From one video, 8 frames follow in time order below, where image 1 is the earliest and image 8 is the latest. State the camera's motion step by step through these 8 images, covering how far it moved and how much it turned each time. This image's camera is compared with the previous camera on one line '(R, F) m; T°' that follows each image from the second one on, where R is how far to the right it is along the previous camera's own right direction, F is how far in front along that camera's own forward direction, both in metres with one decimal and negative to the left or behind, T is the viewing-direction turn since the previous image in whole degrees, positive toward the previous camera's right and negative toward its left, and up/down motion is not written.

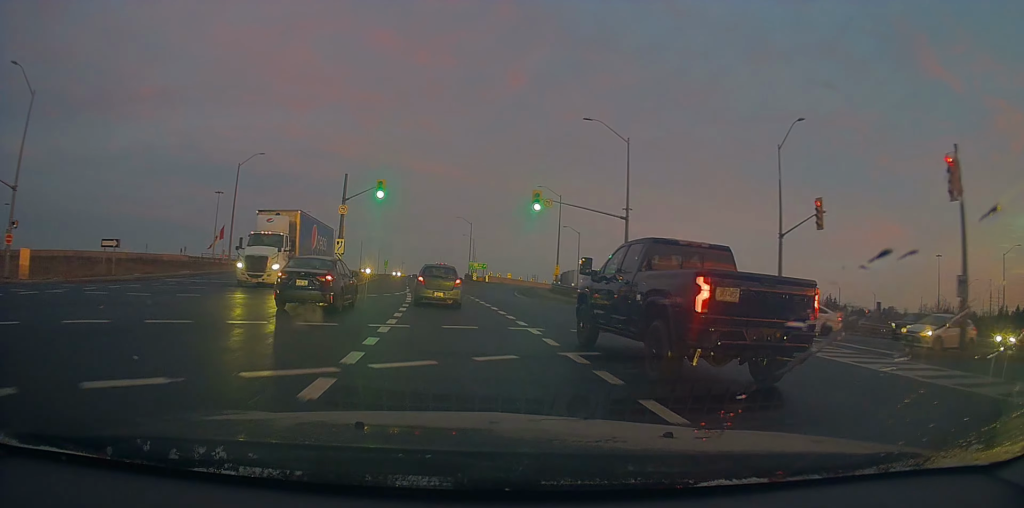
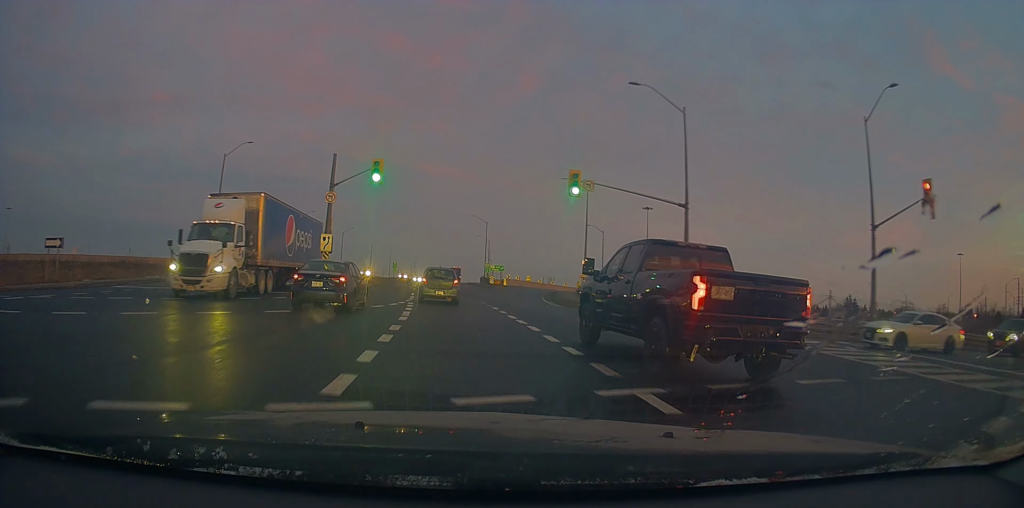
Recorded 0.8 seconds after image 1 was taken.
(-0.2, +7.1) m; -1°
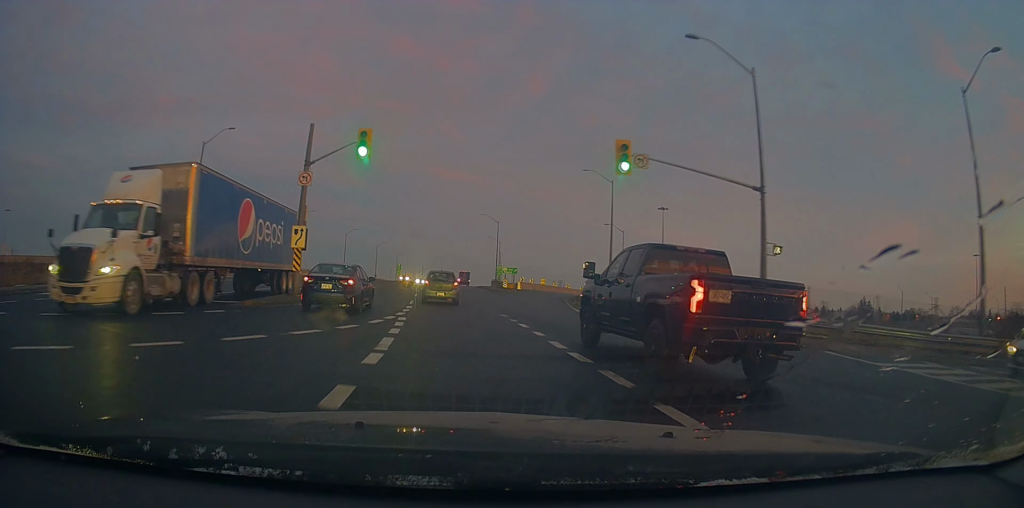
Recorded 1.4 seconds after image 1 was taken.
(0.0, +6.4) m; -1°
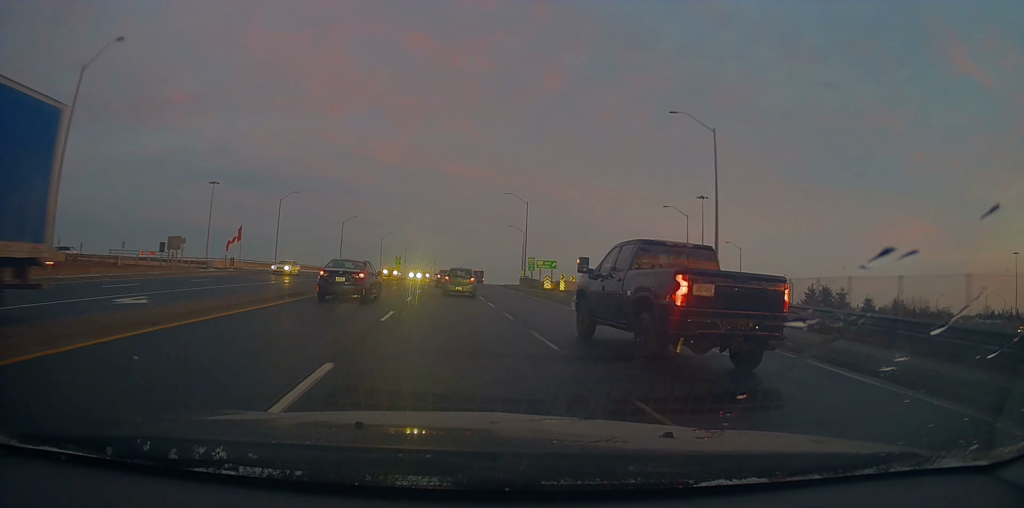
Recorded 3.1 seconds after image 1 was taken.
(-0.8, +19.2) m; -3°
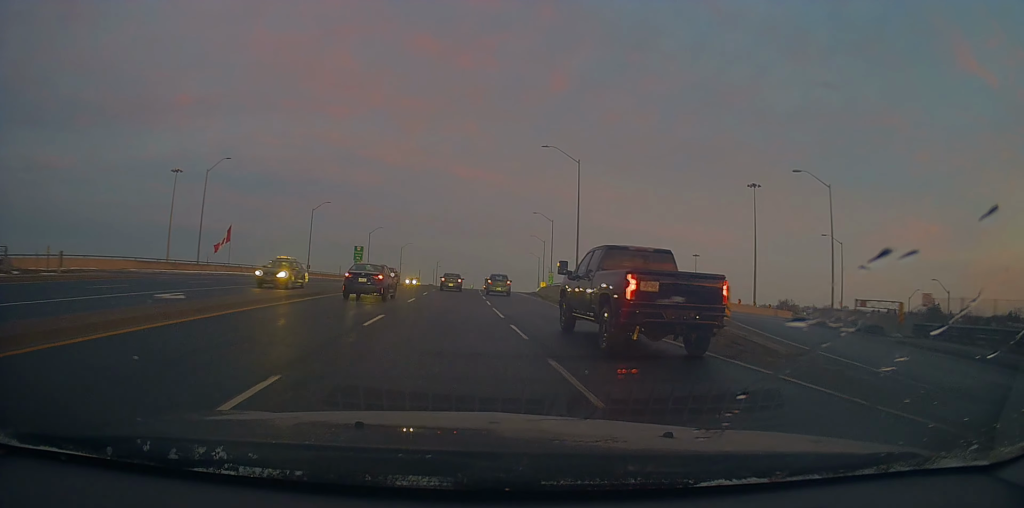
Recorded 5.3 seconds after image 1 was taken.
(-0.3, +28.4) m; -1°
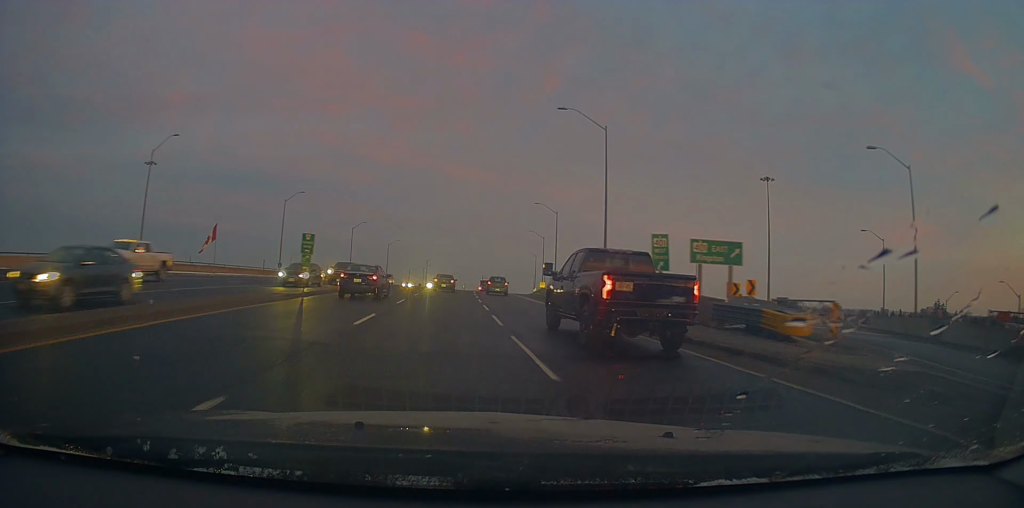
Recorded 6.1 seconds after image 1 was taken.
(+0.1, +10.4) m; +2°
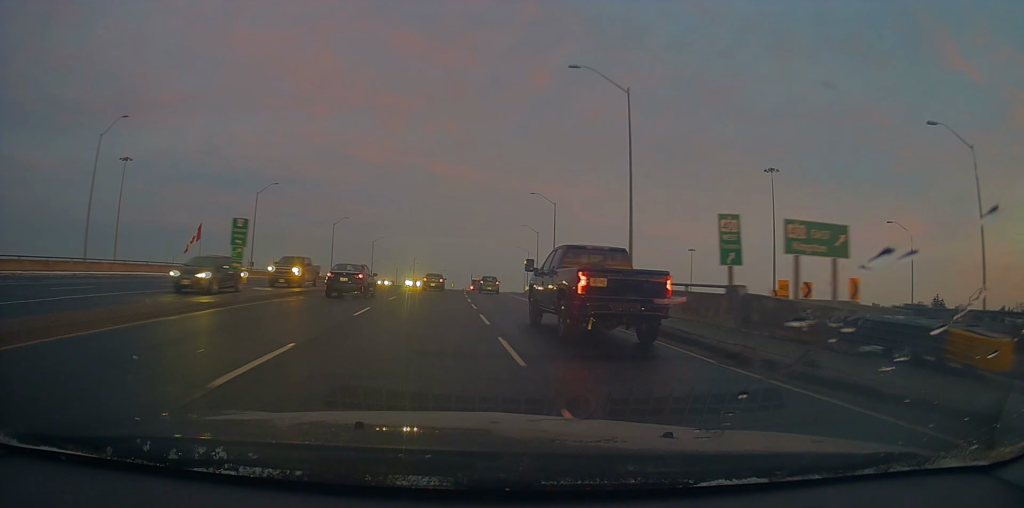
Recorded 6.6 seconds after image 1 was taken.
(+0.2, +7.0) m; +1°
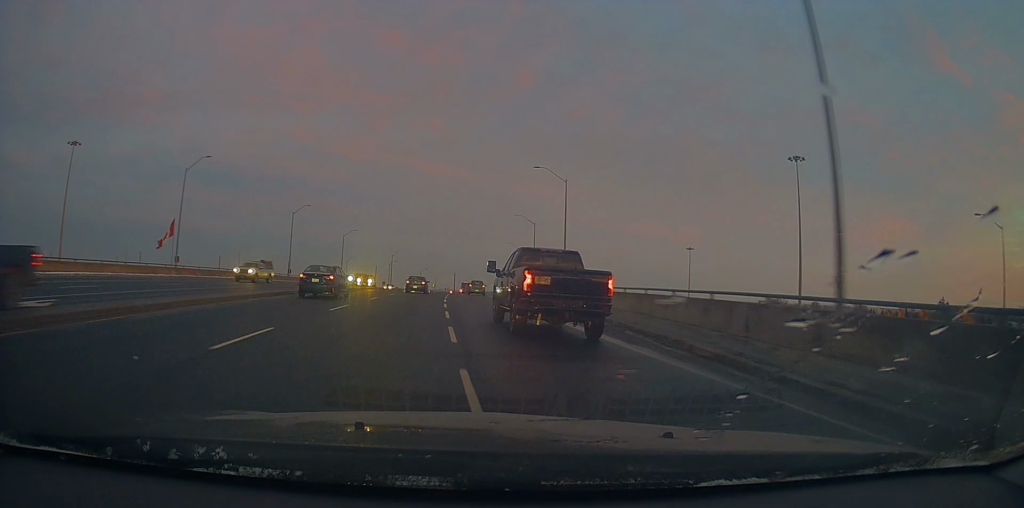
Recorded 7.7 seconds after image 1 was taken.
(+0.1, +16.3) m; +2°
